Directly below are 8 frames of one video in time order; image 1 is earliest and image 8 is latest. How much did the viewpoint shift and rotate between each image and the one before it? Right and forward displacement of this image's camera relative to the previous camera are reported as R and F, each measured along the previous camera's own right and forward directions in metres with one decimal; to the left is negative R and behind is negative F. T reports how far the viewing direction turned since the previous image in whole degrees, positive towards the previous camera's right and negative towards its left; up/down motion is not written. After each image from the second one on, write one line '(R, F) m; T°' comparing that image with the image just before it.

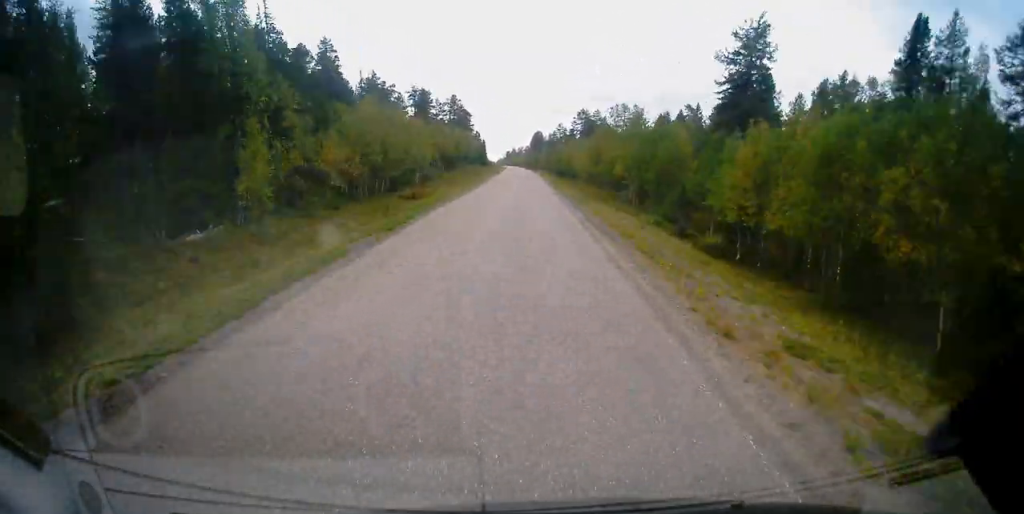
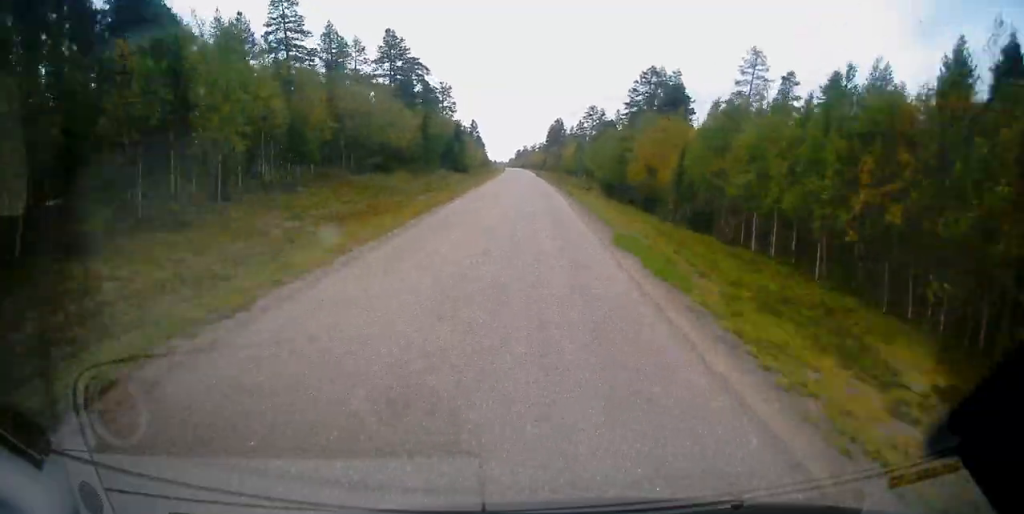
(-0.4, +87.1) m; -2°
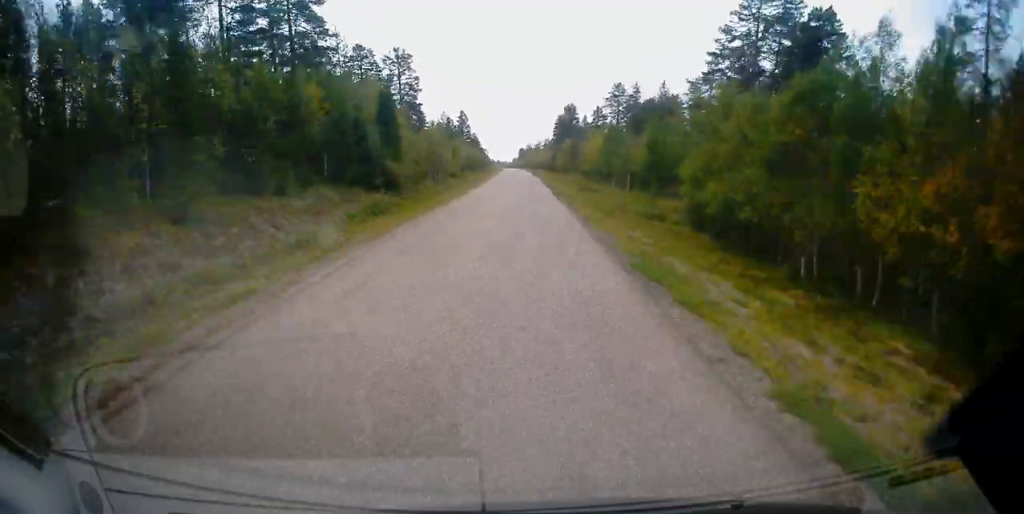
(+0.9, +45.5) m; -3°
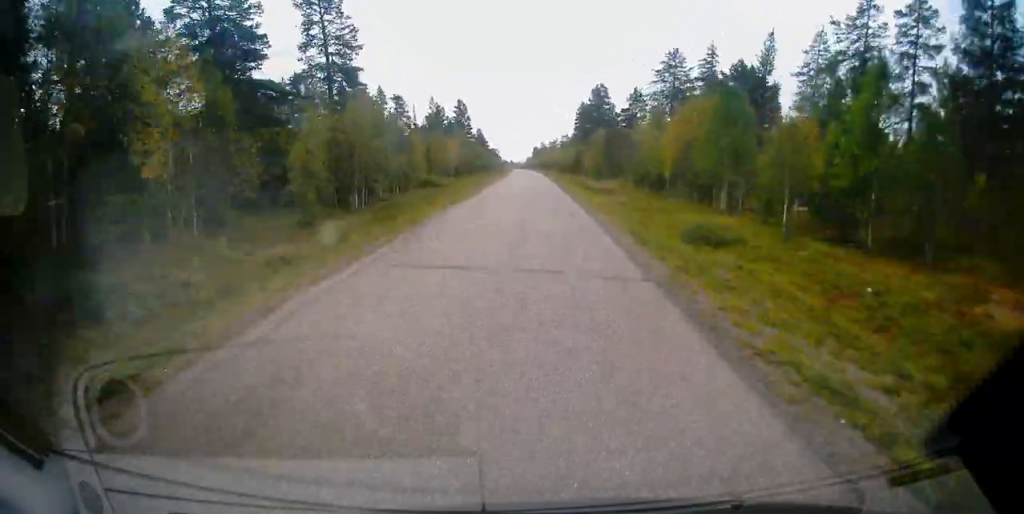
(-2.6, +36.7) m; +1°
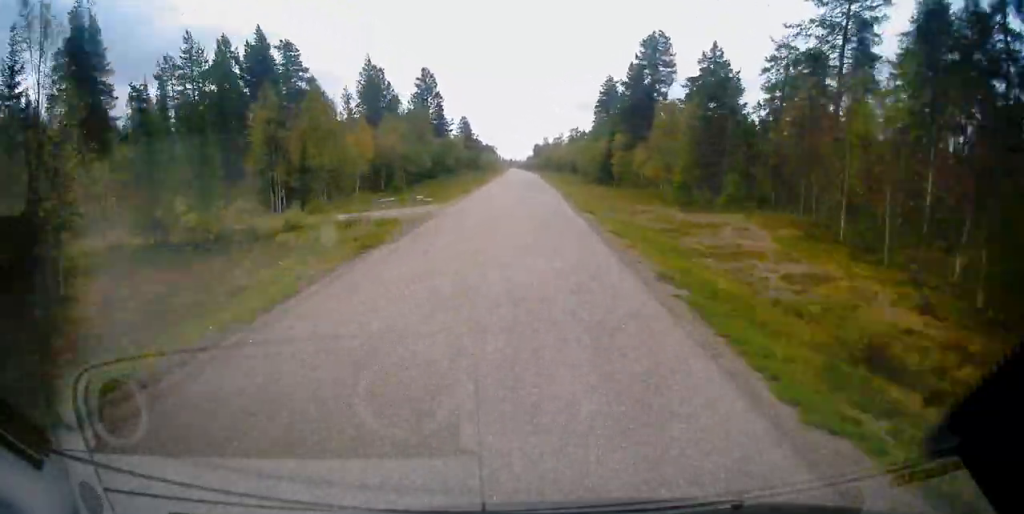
(-1.7, +47.5) m; +2°
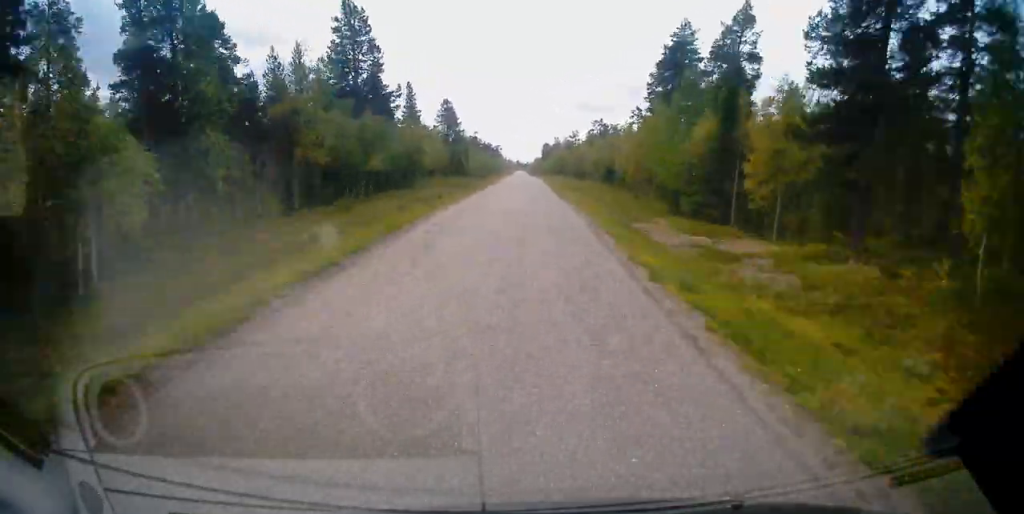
(+4.6, +41.7) m; +2°
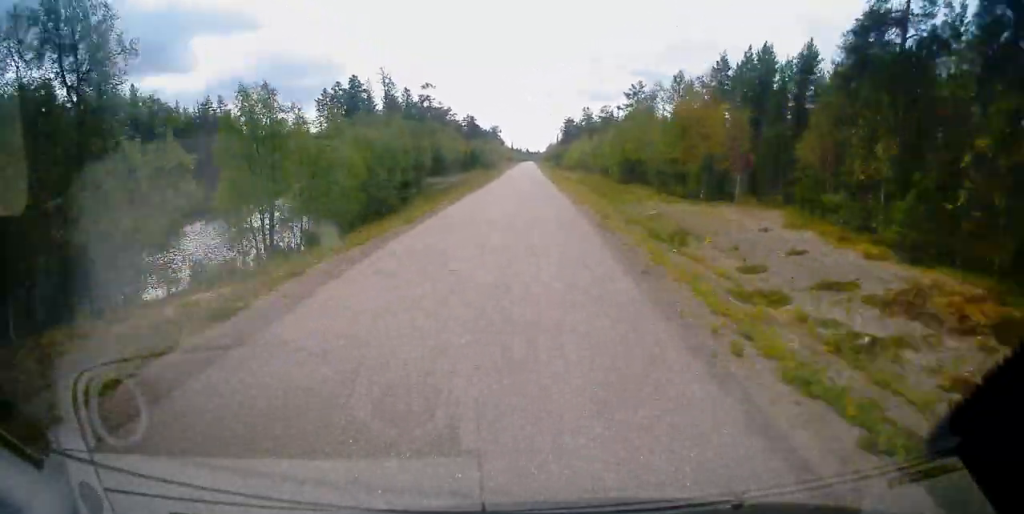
(-4.9, +110.3) m; -5°
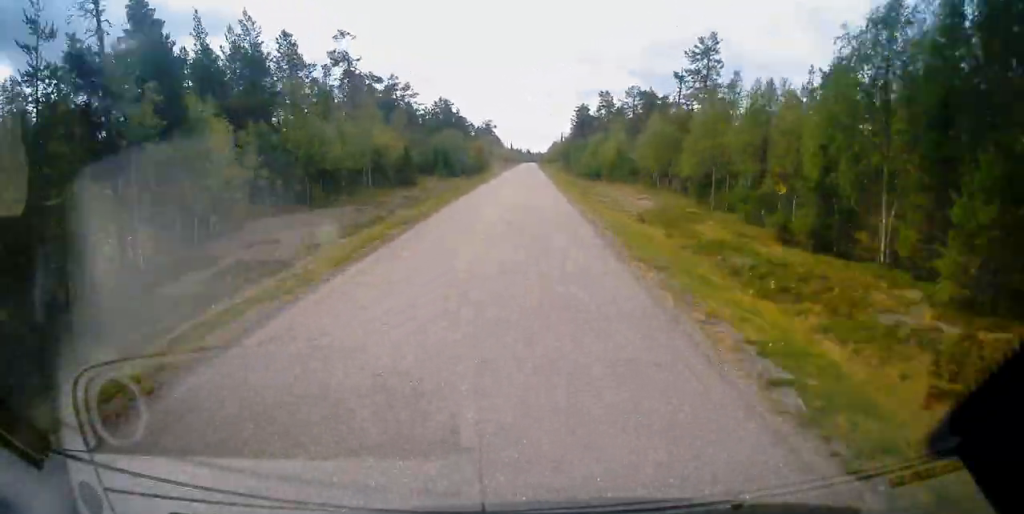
(-0.1, +43.2) m; -1°
